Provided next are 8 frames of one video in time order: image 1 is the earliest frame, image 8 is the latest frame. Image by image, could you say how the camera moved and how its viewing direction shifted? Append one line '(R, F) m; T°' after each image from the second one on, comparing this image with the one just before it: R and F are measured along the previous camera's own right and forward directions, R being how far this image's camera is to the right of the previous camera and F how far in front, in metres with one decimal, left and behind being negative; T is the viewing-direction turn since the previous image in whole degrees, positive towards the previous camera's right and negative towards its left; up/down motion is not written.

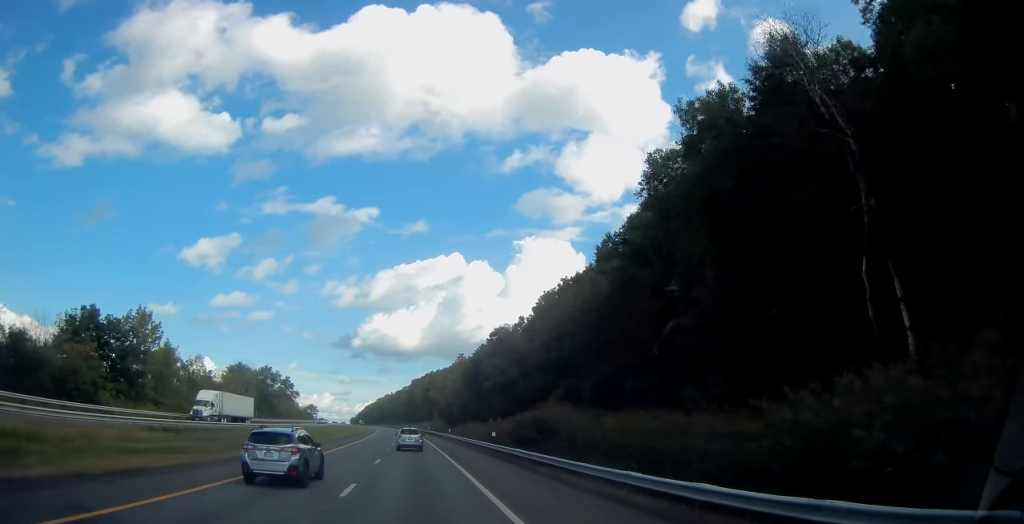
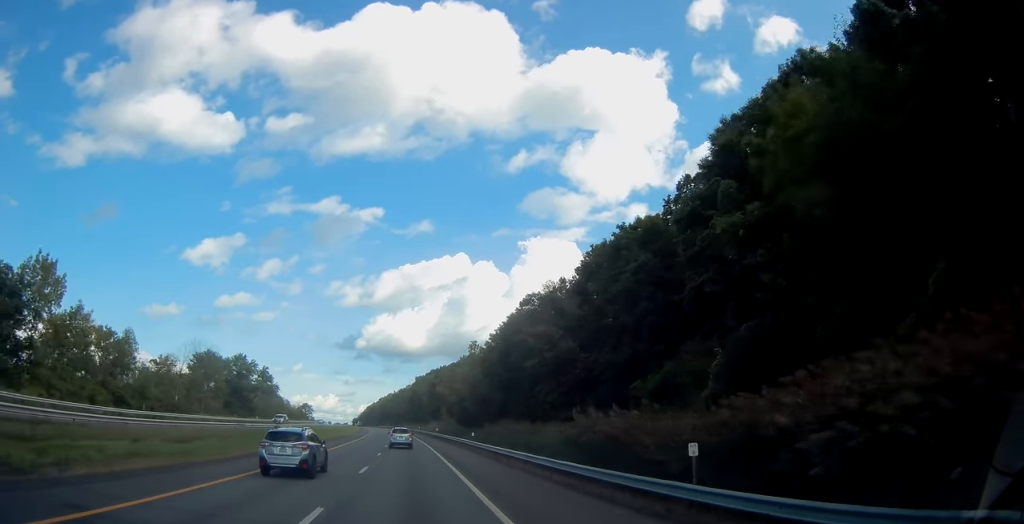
(-0.1, +29.4) m; -1°
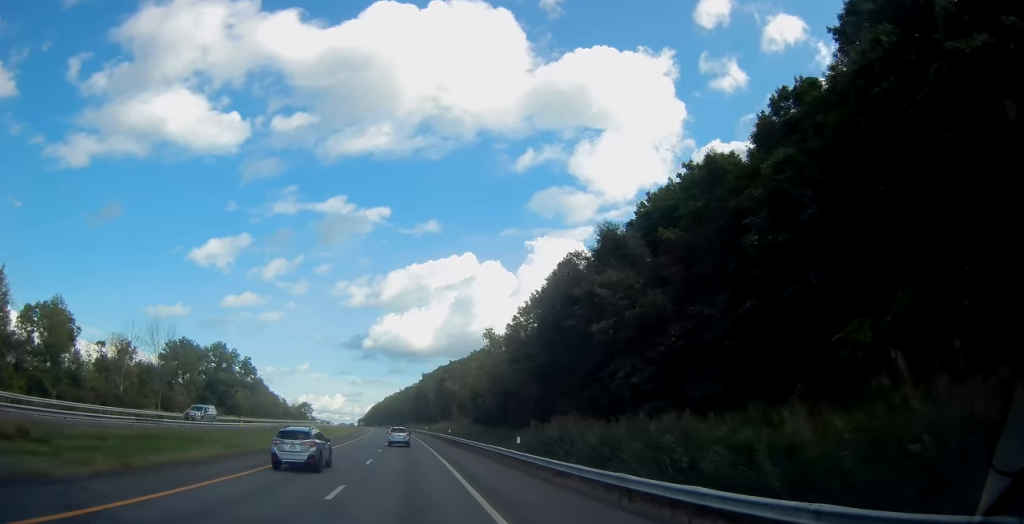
(-0.3, +20.0) m; 0°
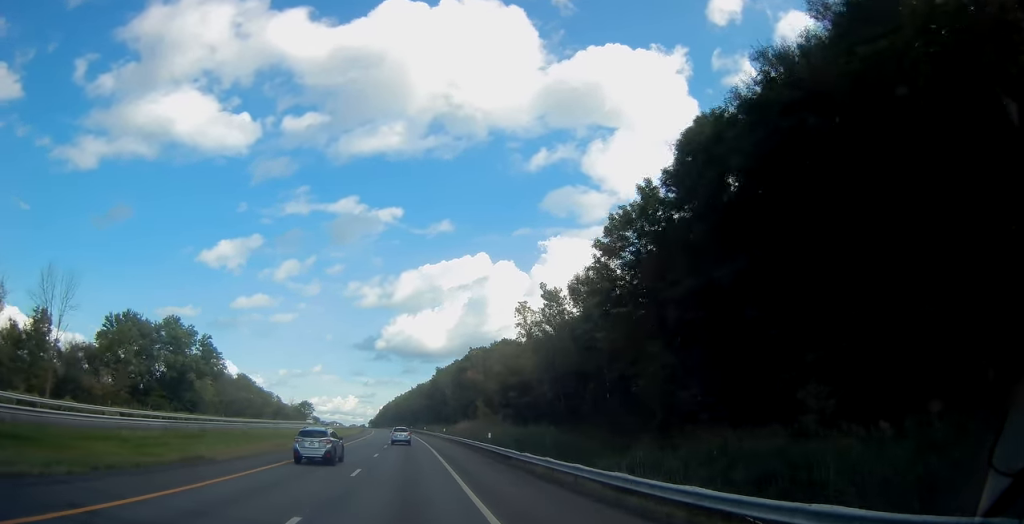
(+0.1, +30.7) m; -1°
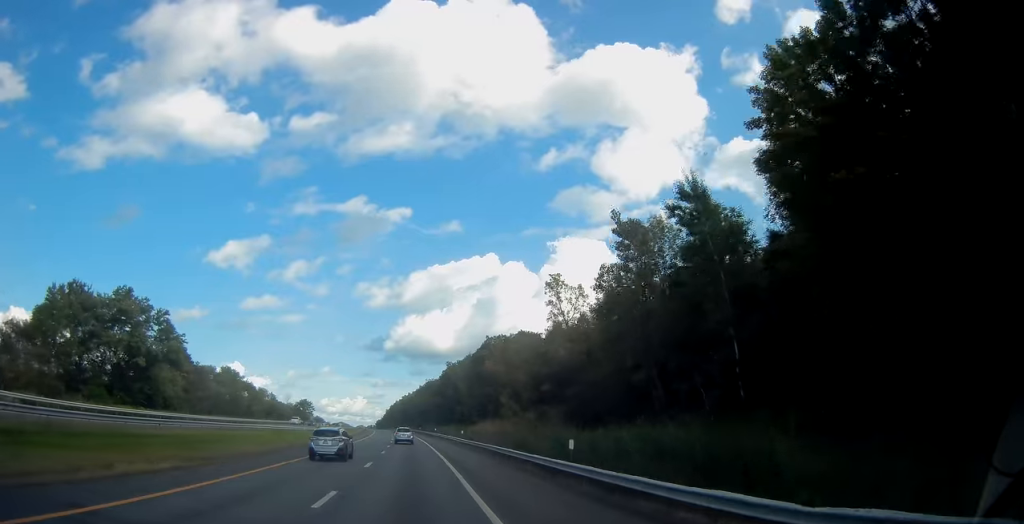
(-0.6, +20.1) m; -1°
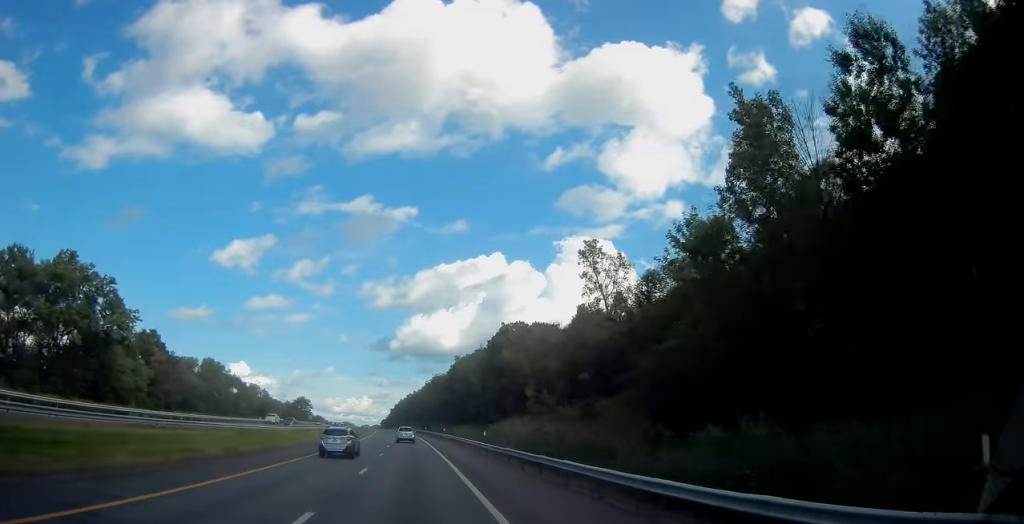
(-0.1, +16.3) m; 0°
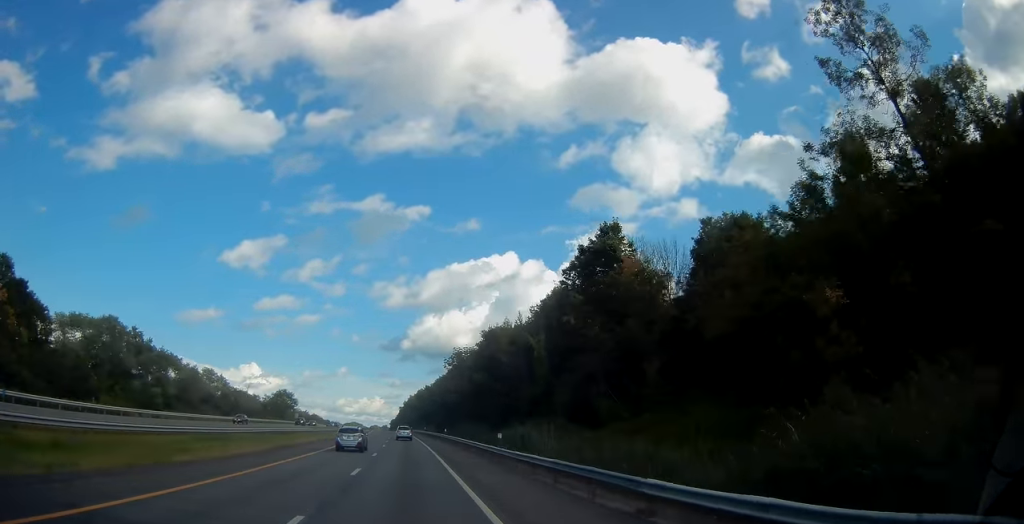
(-0.4, +49.5) m; -1°
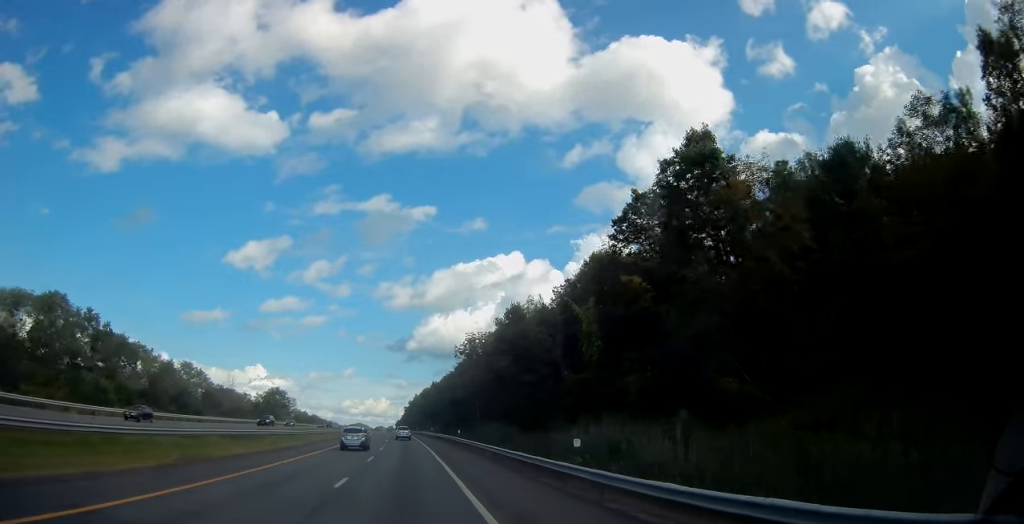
(-0.2, +16.2) m; 0°
